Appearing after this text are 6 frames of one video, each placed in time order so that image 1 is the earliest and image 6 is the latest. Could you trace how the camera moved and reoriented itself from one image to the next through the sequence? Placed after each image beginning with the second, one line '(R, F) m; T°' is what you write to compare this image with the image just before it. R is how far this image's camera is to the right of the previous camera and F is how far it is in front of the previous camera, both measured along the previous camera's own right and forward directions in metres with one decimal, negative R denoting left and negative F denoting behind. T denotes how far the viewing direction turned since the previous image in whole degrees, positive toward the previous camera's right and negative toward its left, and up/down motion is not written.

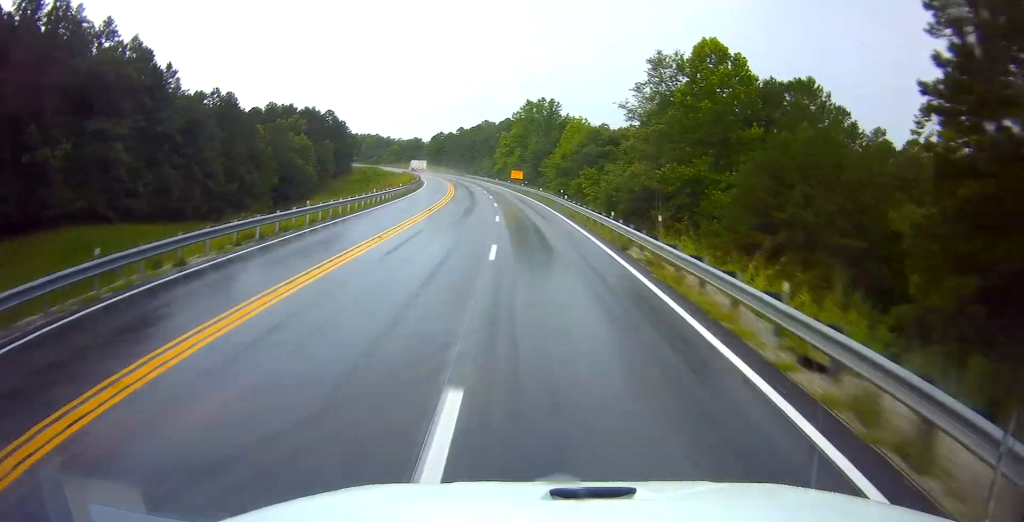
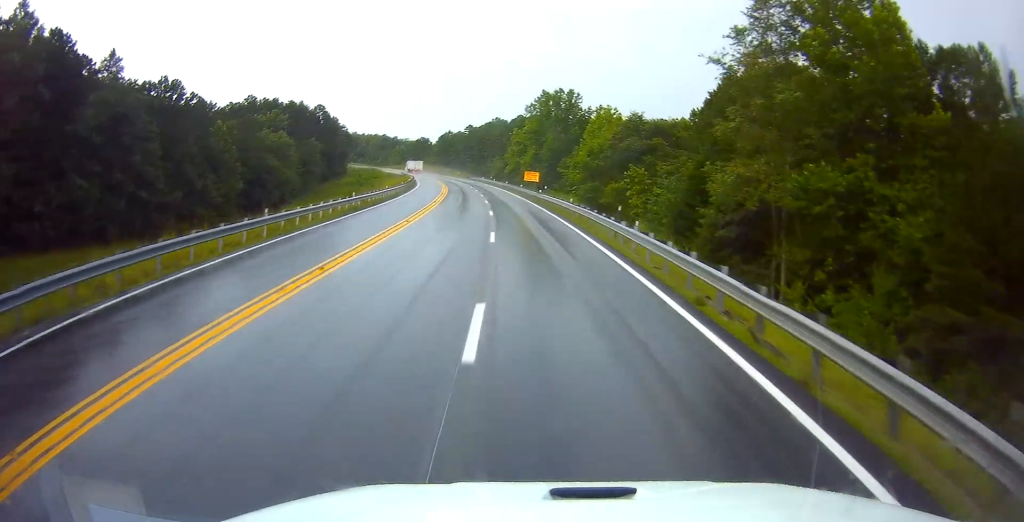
(-0.6, +19.7) m; -2°
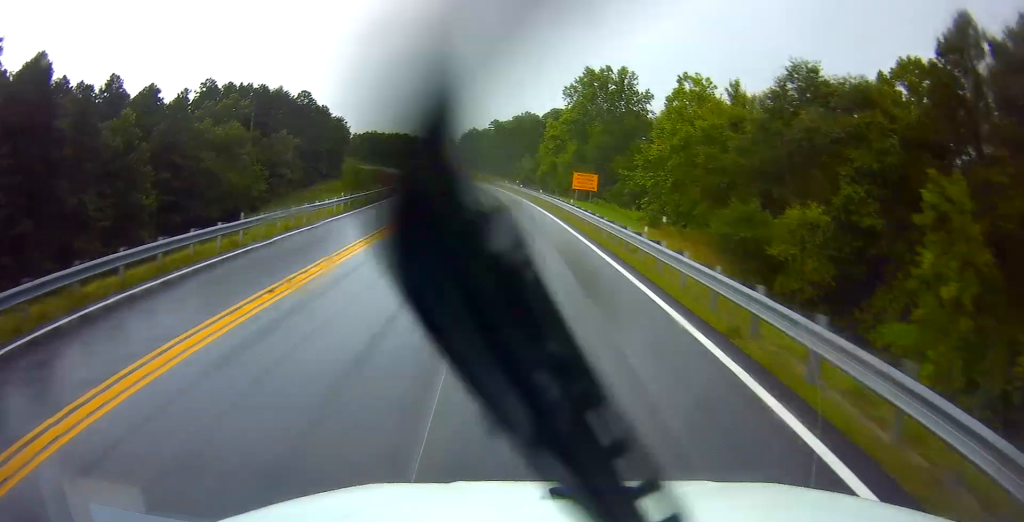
(-0.8, +32.0) m; -3°
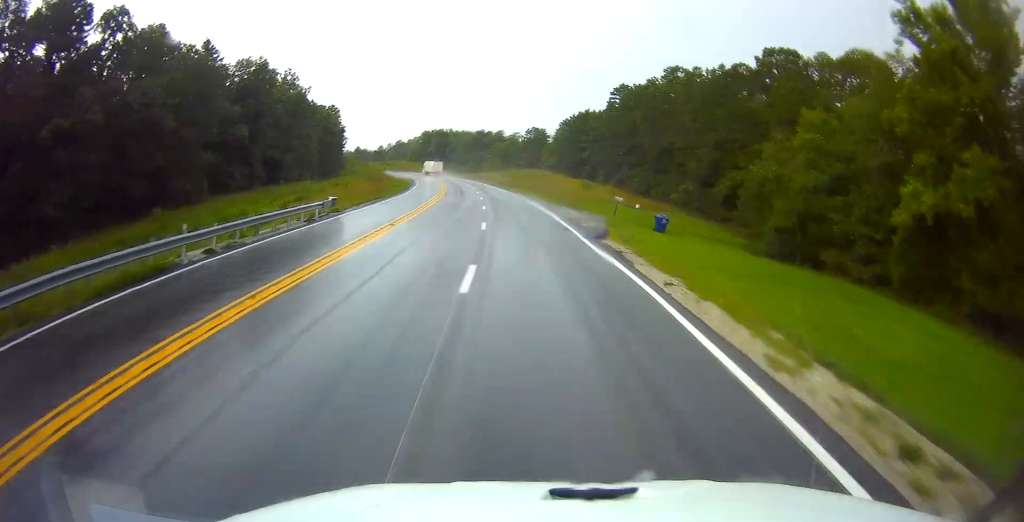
(-9.1, +96.3) m; -11°
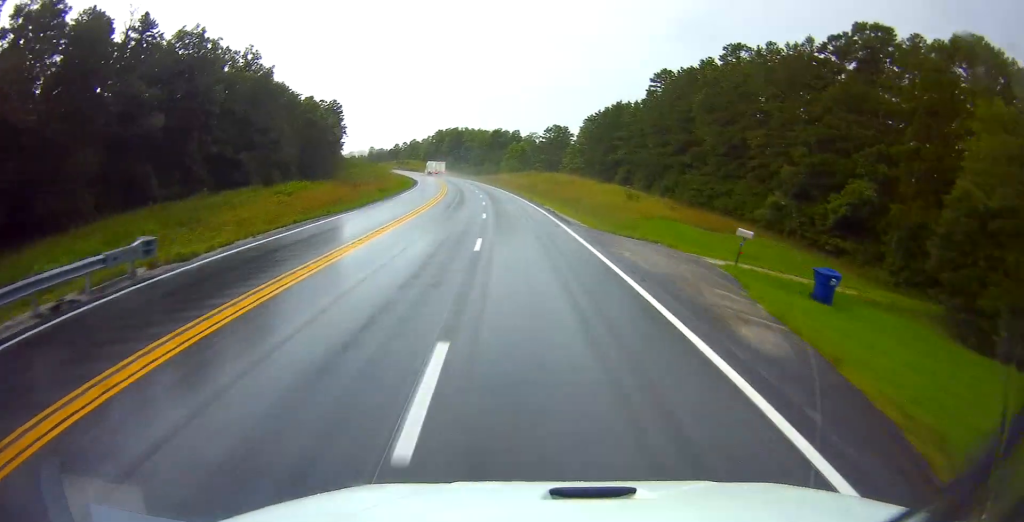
(-0.9, +18.4) m; -1°
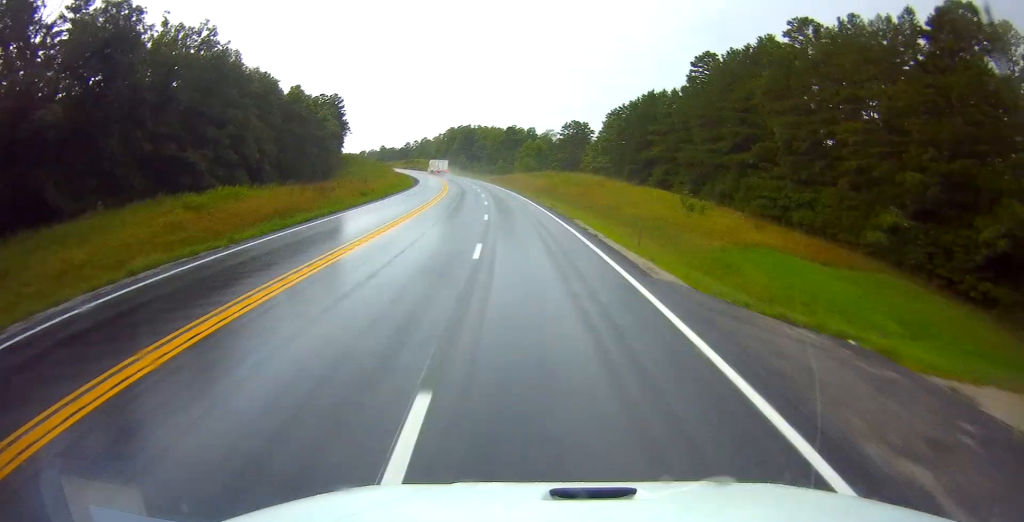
(-0.2, +13.7) m; -1°
